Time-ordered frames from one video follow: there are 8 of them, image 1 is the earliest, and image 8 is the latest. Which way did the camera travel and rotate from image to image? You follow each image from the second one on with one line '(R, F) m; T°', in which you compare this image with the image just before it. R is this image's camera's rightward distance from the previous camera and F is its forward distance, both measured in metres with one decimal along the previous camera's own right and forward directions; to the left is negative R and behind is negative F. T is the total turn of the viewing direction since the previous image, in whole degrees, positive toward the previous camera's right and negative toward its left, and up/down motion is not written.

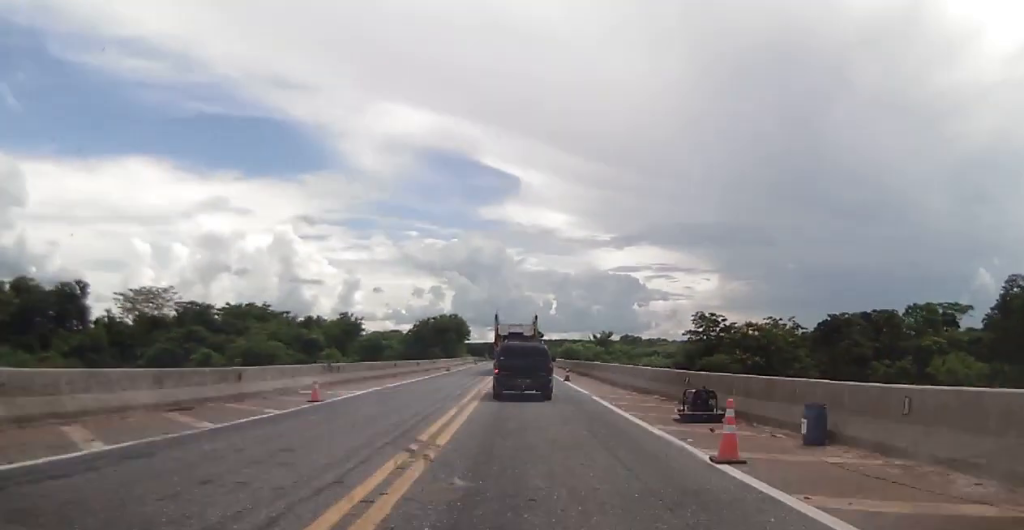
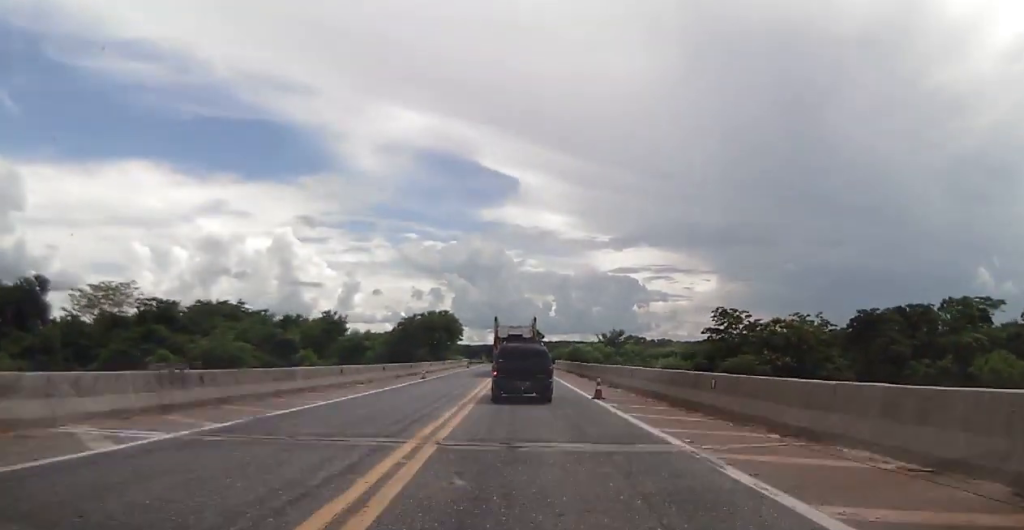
(+0.1, +14.4) m; +1°
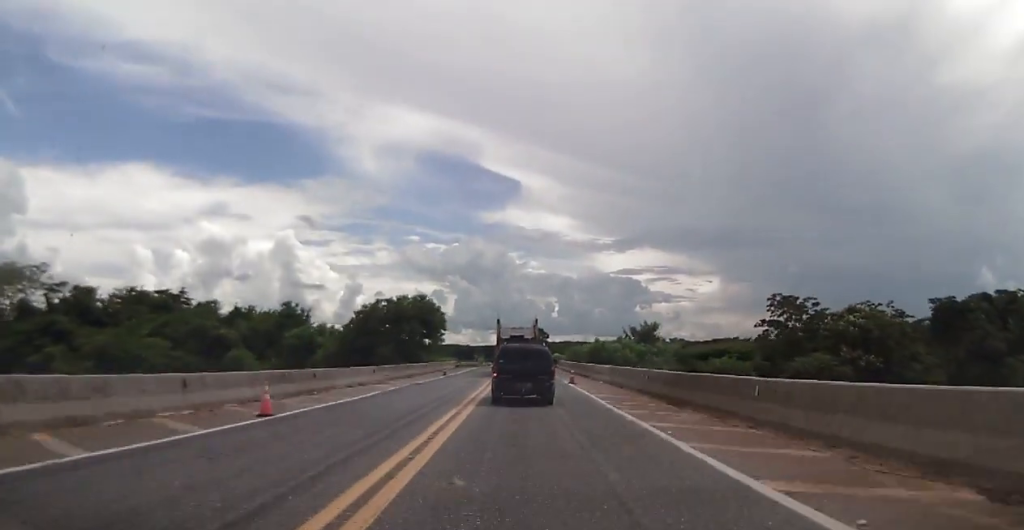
(+0.2, +26.8) m; +1°
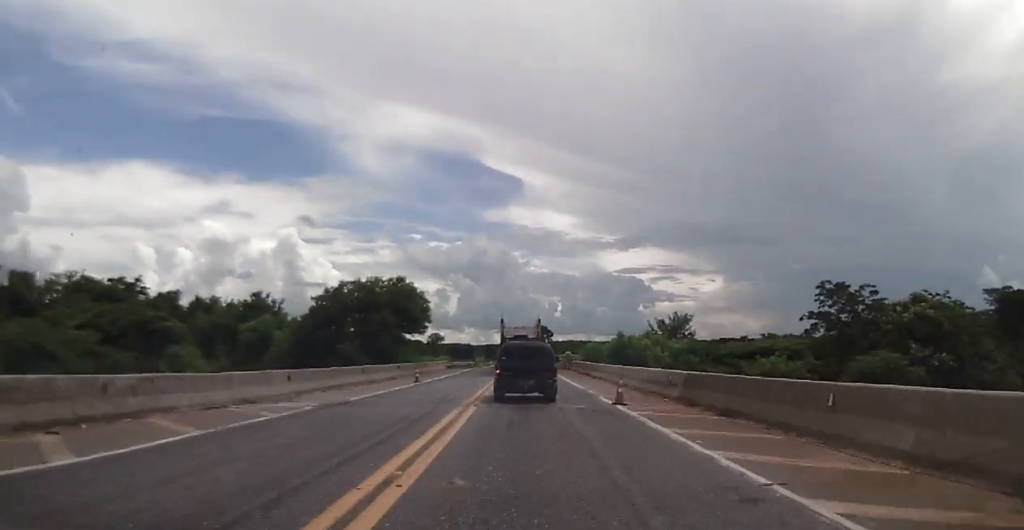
(+0.2, +15.4) m; 0°
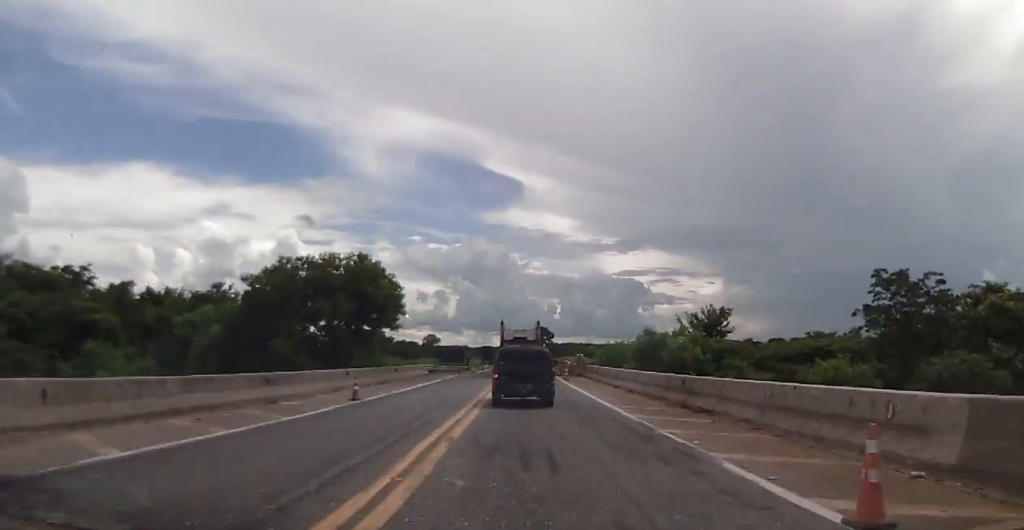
(-0.2, +13.8) m; -1°
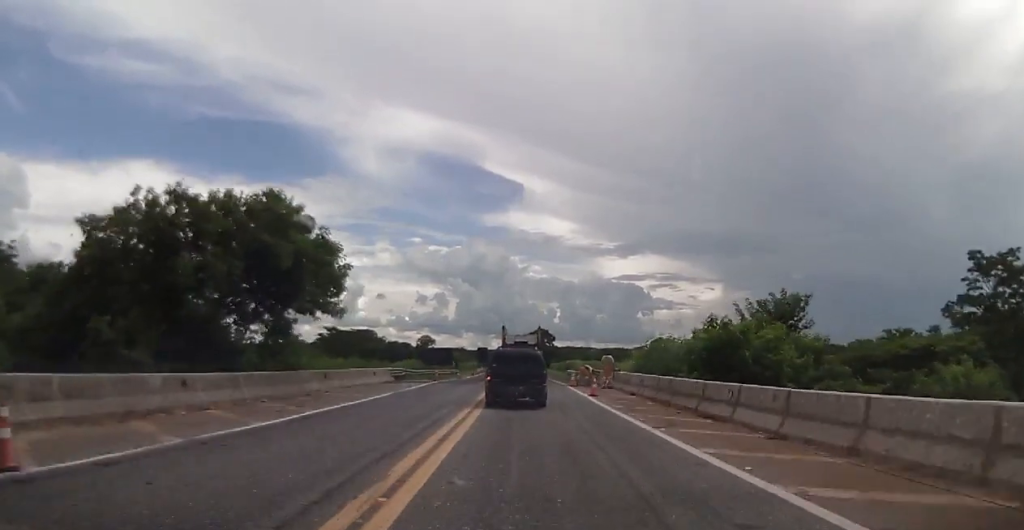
(-0.1, +16.5) m; 0°
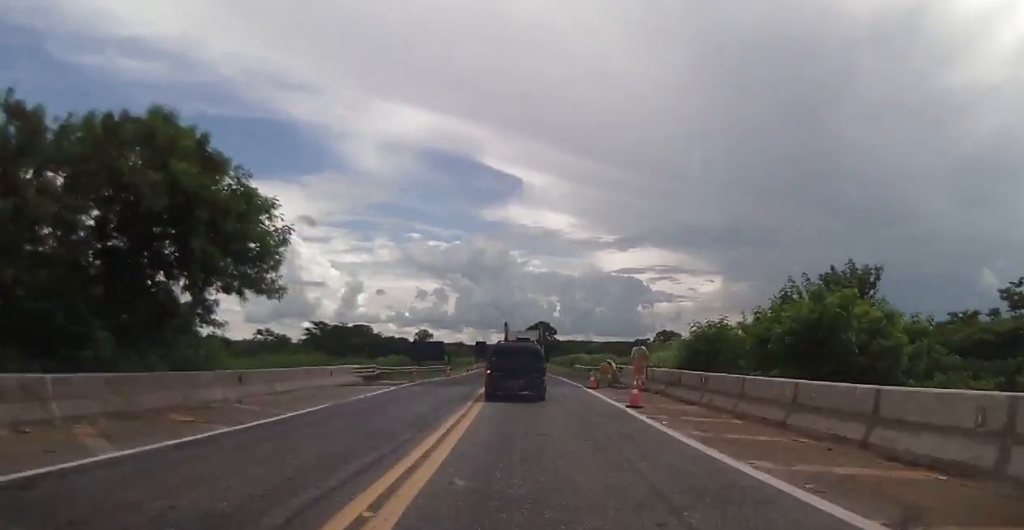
(-0.1, +9.3) m; 0°
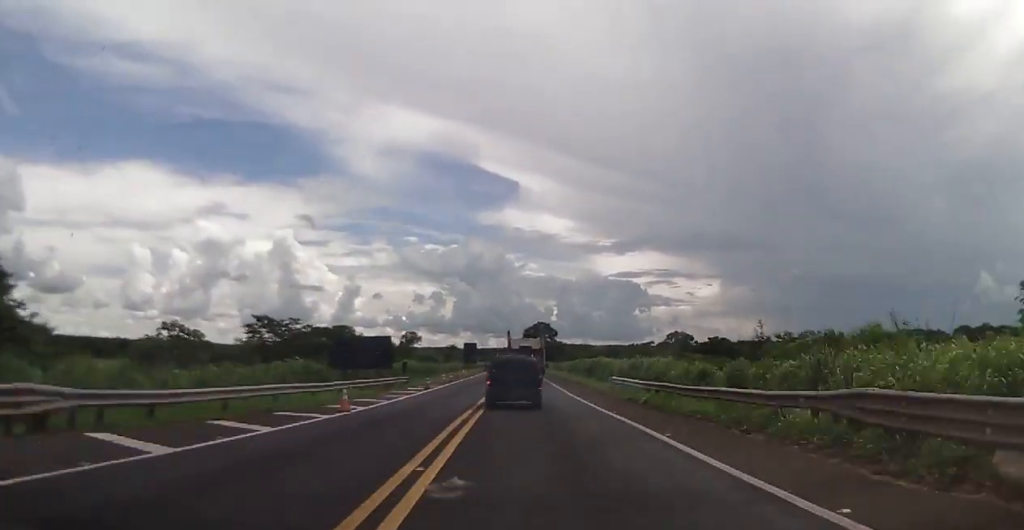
(+0.3, +28.3) m; 0°
